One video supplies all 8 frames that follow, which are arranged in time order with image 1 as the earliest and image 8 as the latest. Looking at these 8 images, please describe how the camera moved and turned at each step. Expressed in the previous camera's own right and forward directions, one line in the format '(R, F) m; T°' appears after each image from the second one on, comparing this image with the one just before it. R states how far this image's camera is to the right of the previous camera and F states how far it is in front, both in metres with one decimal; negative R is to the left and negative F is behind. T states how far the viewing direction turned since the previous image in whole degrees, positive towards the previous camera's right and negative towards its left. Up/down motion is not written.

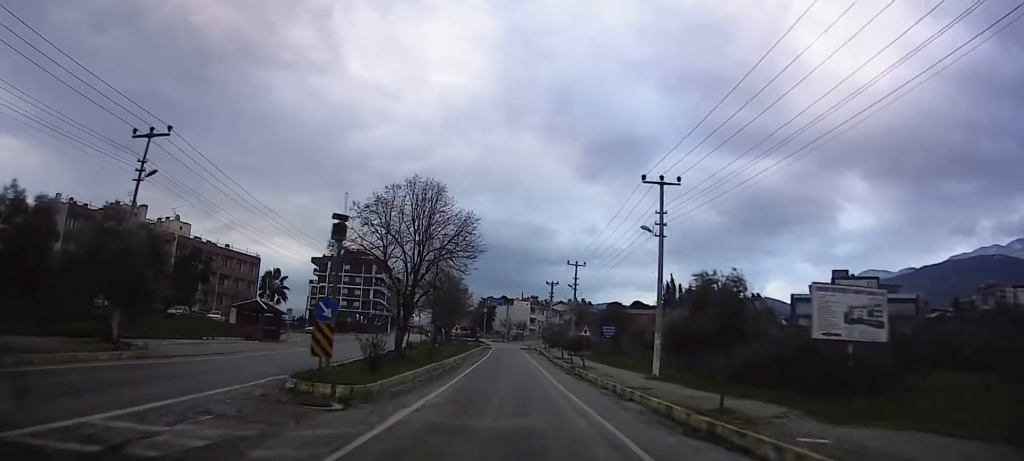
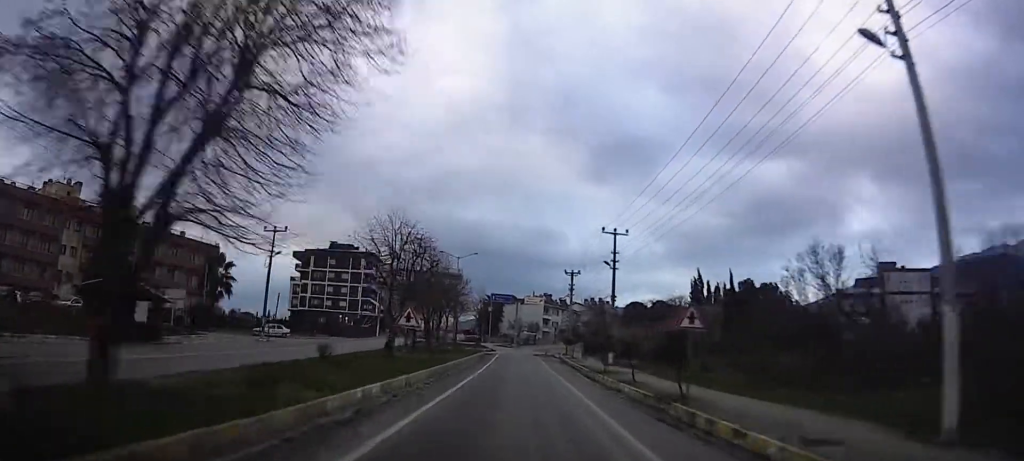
(0.0, +19.7) m; -1°
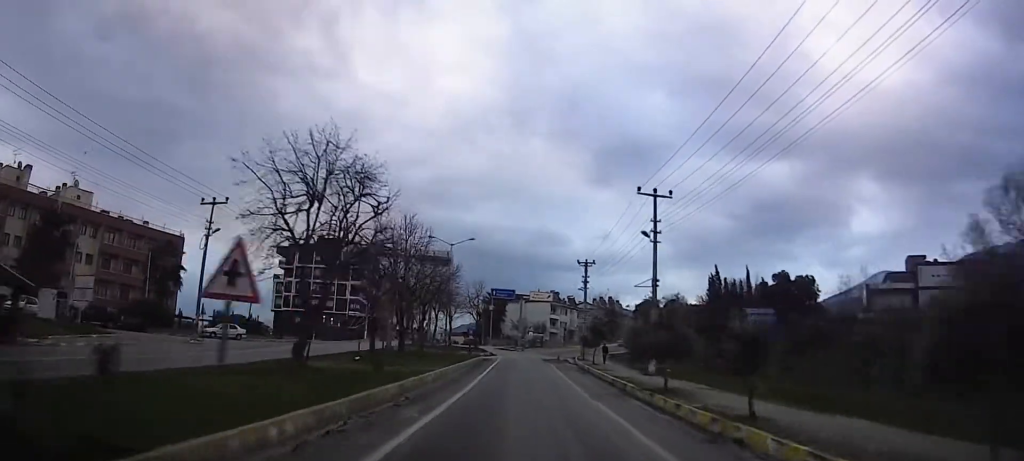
(0.0, +11.8) m; -1°
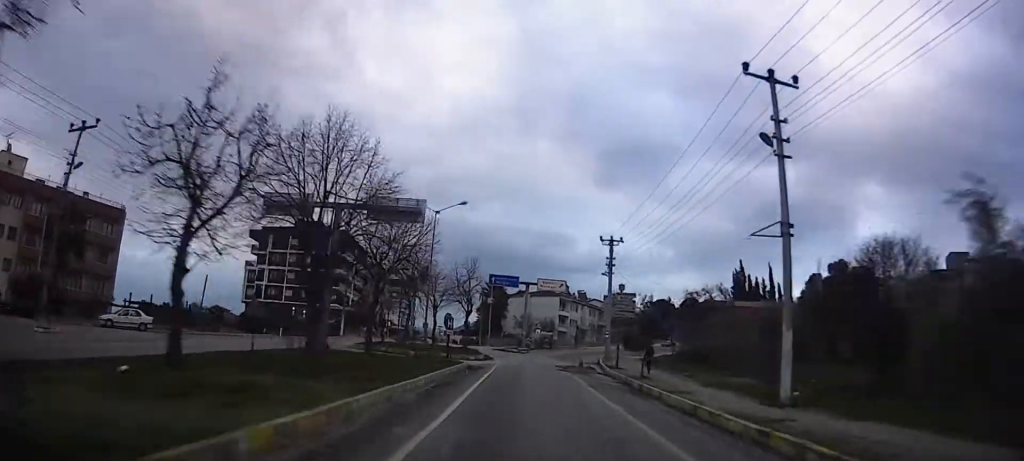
(-0.2, +15.2) m; 0°
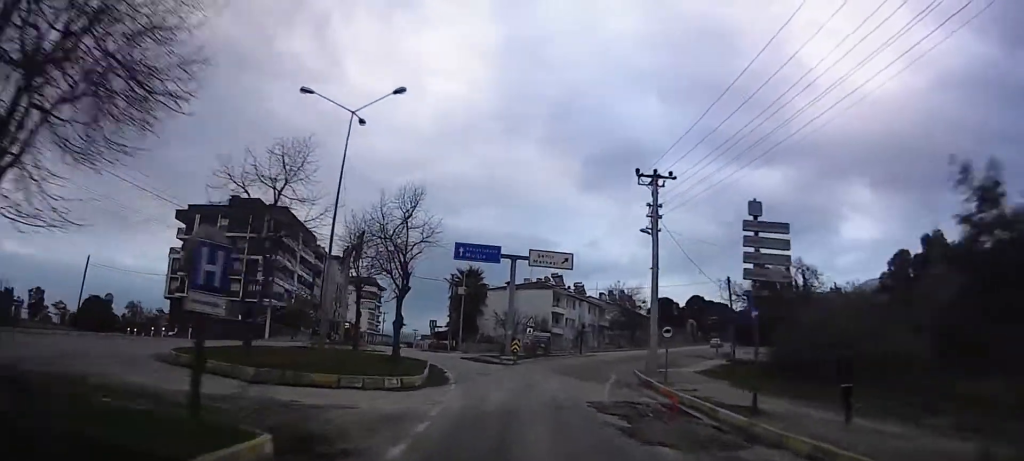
(+0.4, +20.9) m; +3°
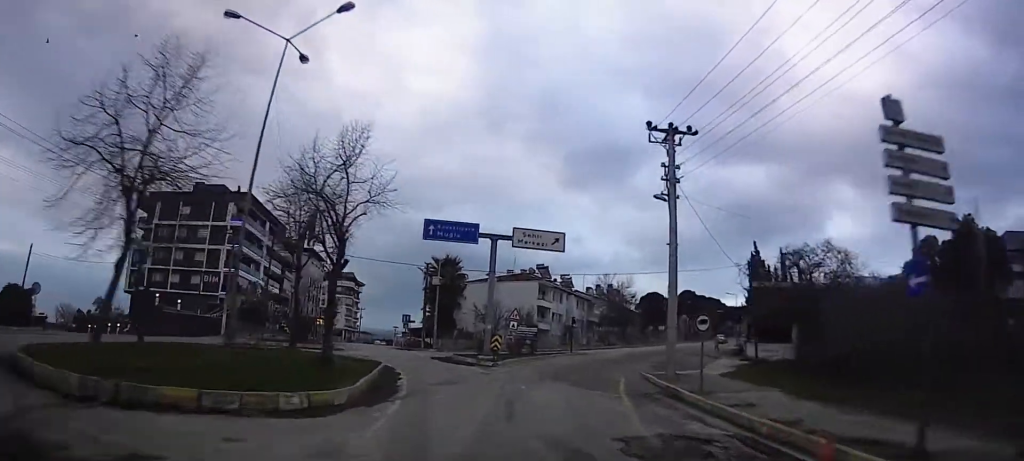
(+0.1, +6.5) m; +1°
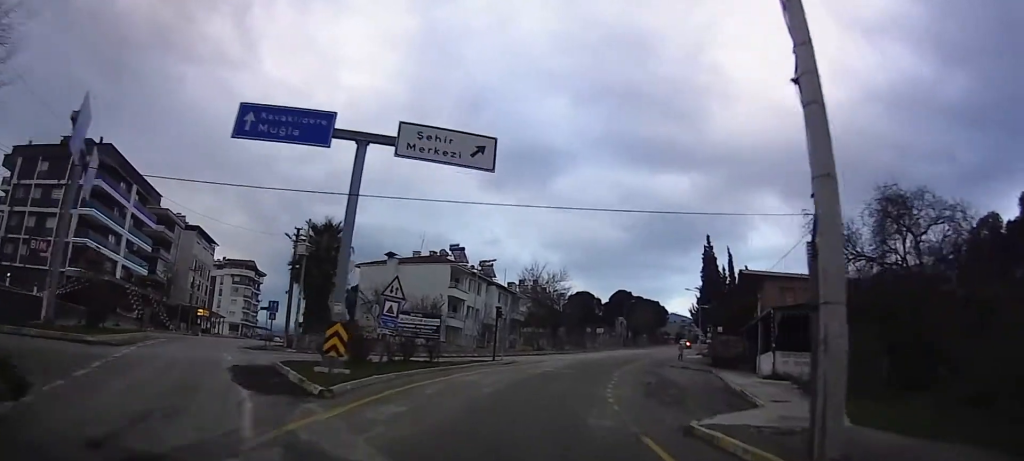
(+0.4, +16.0) m; +9°
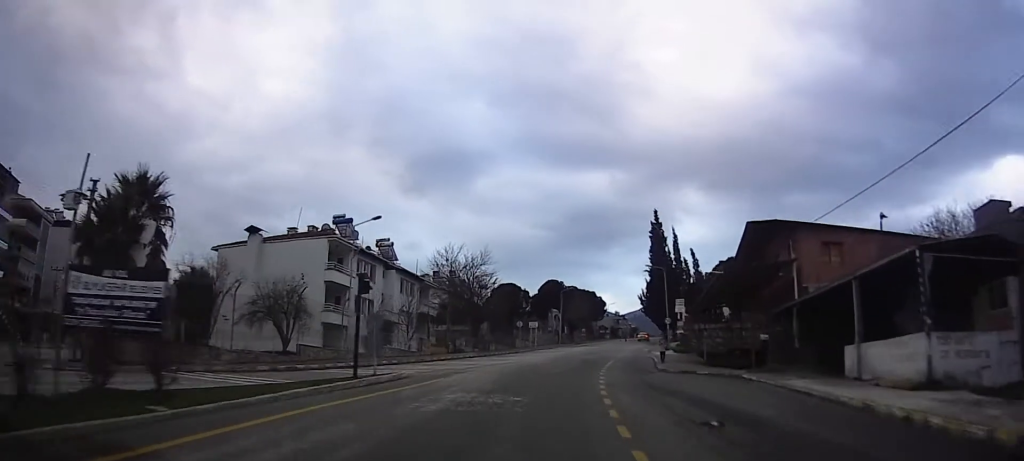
(+2.2, +14.9) m; +9°
